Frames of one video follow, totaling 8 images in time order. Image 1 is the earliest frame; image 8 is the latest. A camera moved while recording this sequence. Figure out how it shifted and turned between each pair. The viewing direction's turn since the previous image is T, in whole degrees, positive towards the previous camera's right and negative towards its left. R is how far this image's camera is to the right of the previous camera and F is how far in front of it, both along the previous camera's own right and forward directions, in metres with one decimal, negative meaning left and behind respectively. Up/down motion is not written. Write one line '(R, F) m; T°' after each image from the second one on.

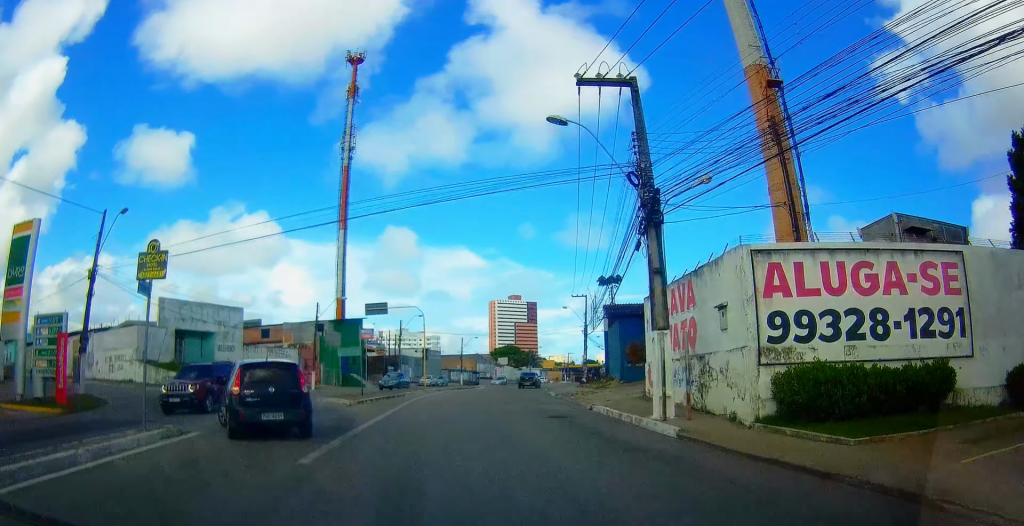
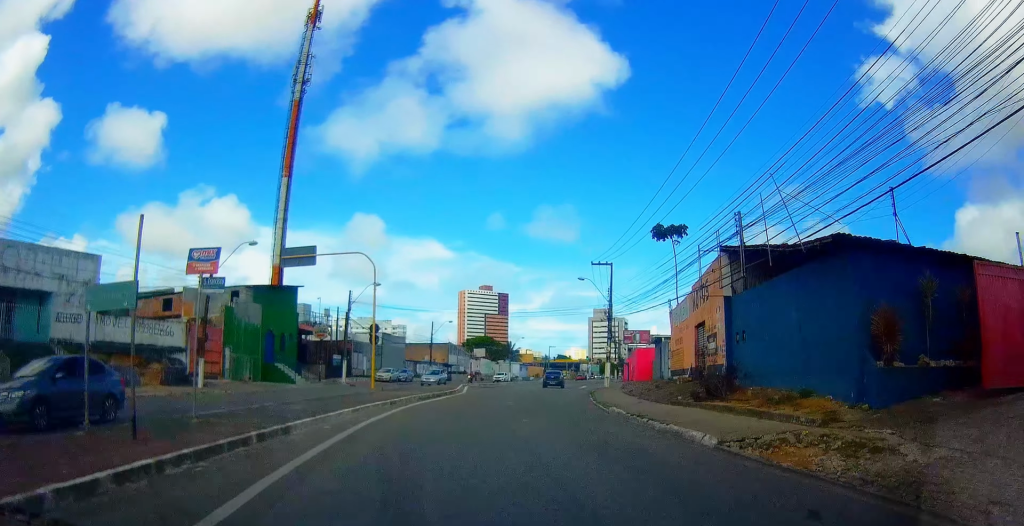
(-0.1, +20.2) m; +5°
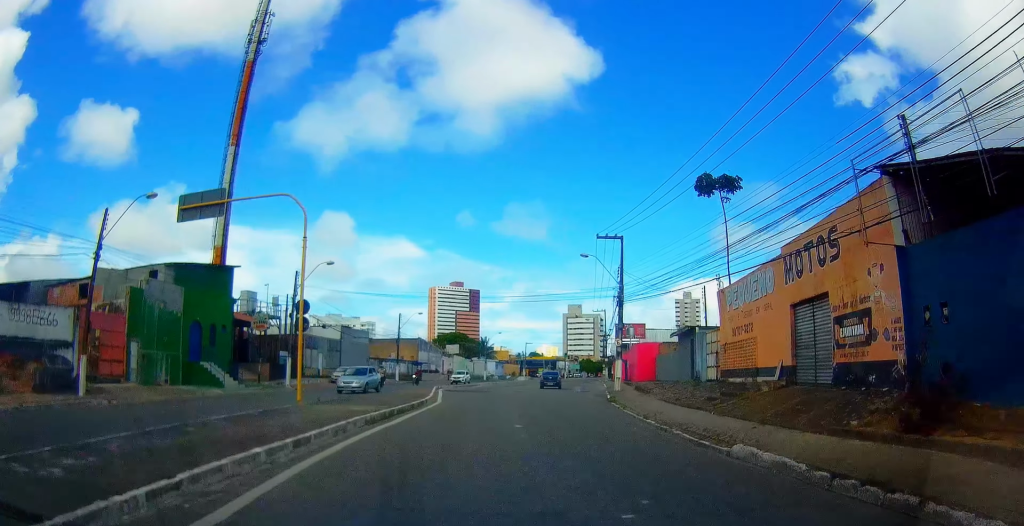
(+1.2, +9.9) m; +3°
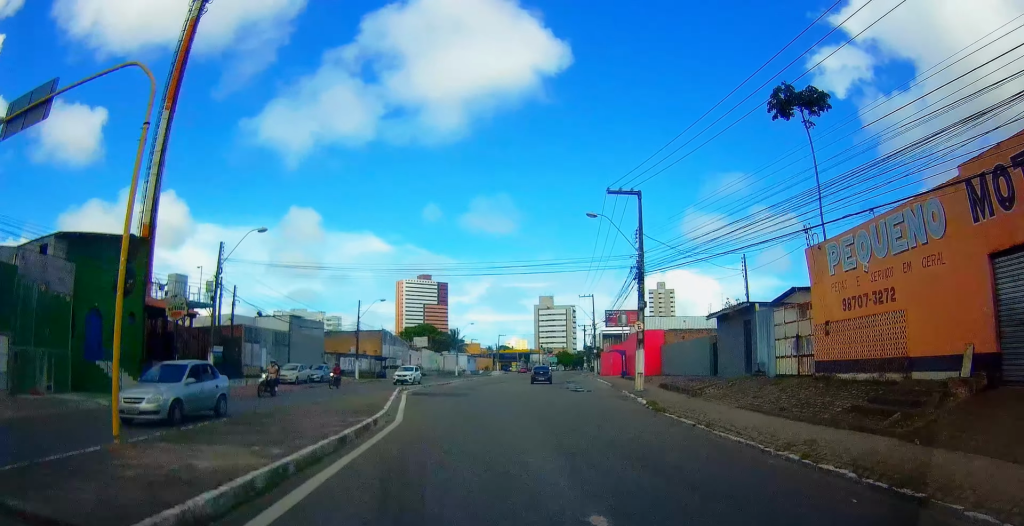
(-0.1, +9.3) m; +1°
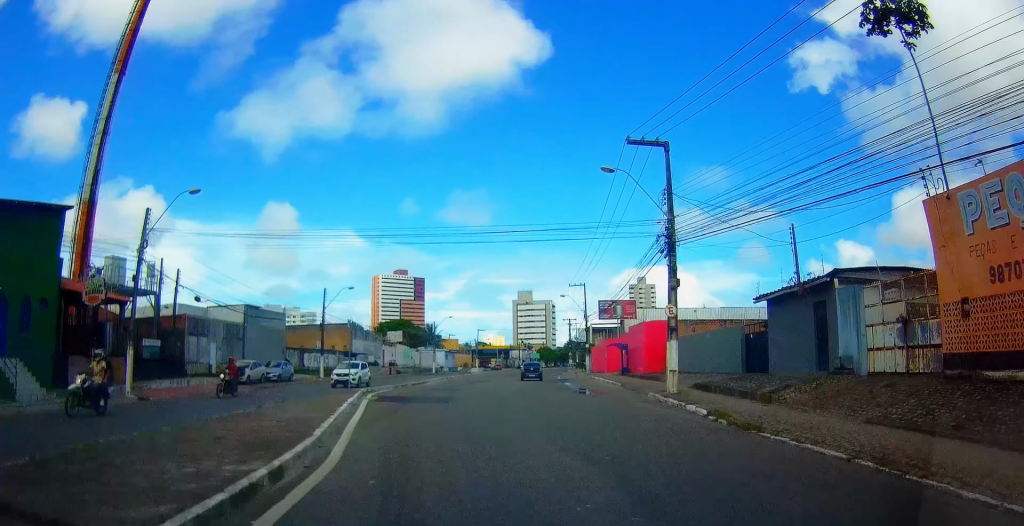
(-0.3, +6.7) m; 0°
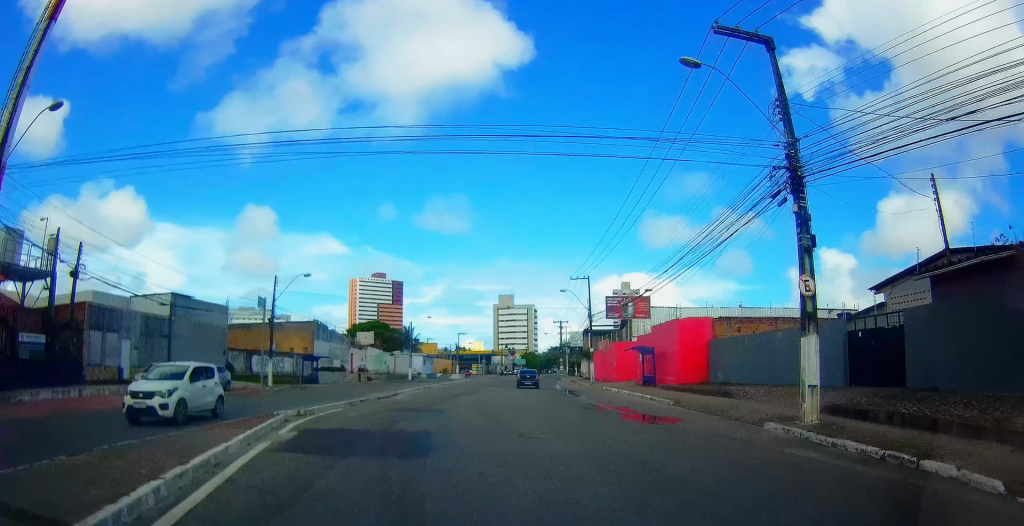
(+0.5, +9.9) m; +4°
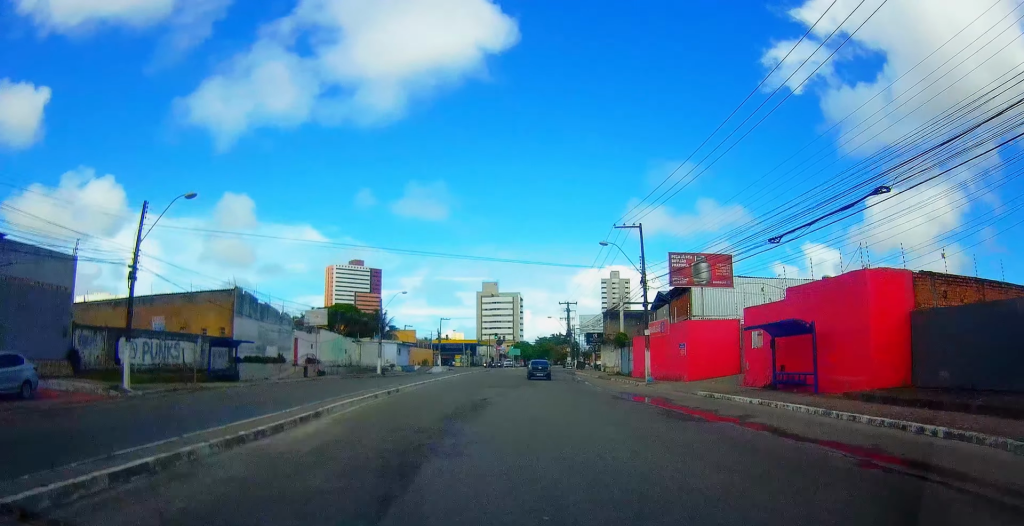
(+1.0, +18.4) m; +4°
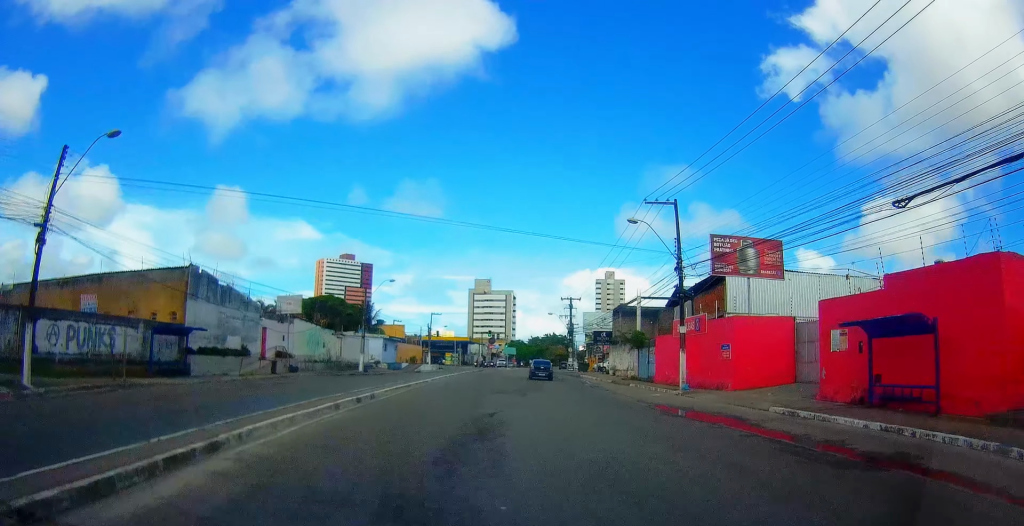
(0.0, +6.6) m; 0°
